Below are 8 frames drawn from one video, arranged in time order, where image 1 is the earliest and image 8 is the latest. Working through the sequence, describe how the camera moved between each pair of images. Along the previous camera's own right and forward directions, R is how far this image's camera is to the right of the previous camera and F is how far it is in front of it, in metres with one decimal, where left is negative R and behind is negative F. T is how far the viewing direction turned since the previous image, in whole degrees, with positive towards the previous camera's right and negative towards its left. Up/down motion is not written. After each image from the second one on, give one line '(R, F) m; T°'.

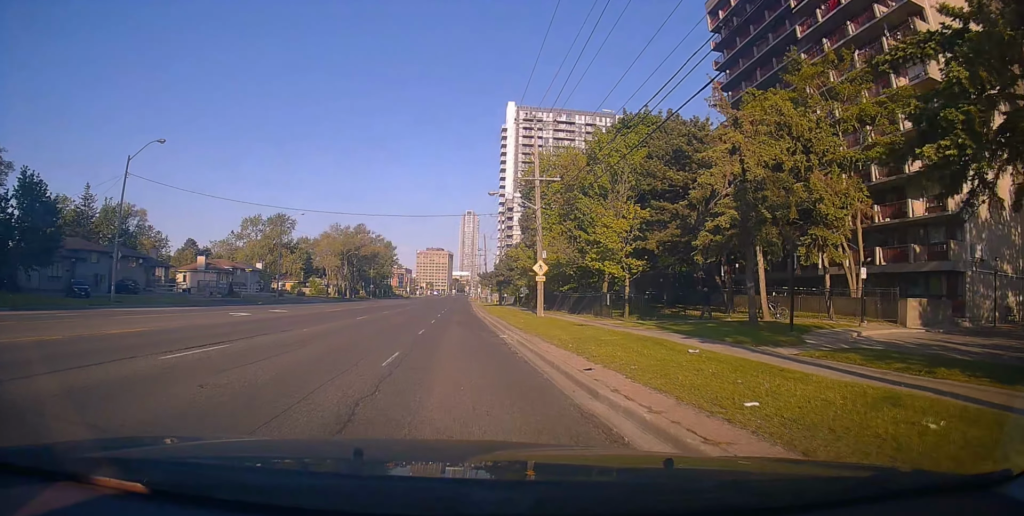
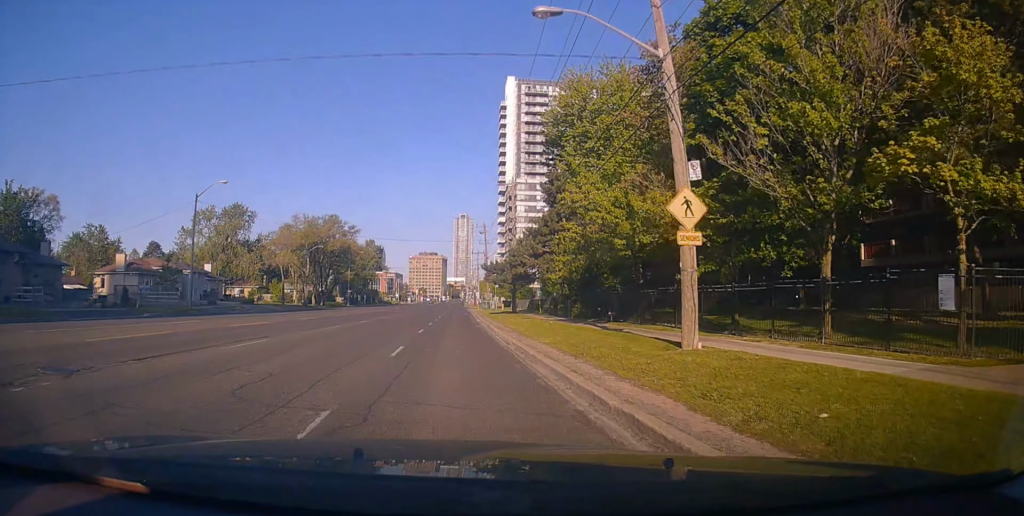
(+1.0, +24.1) m; 0°
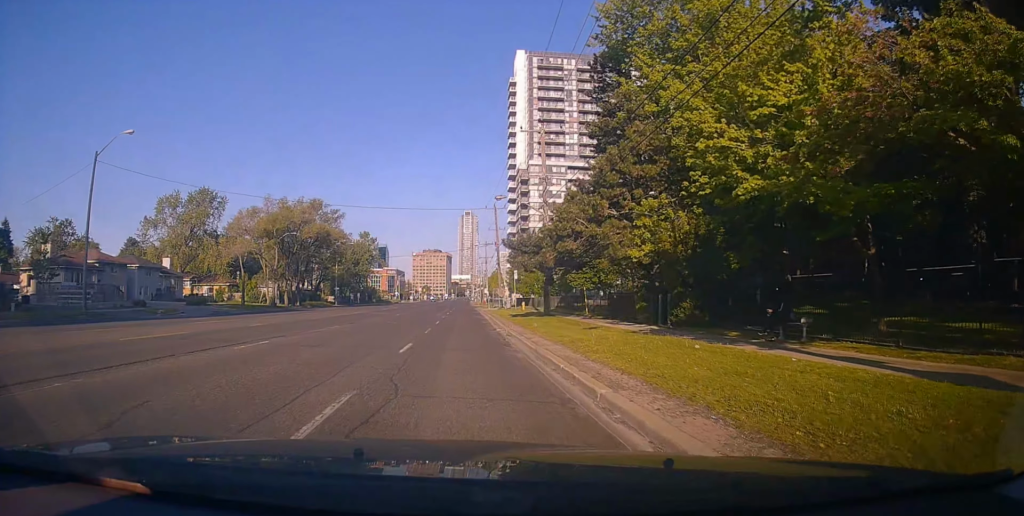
(-0.8, +17.1) m; 0°
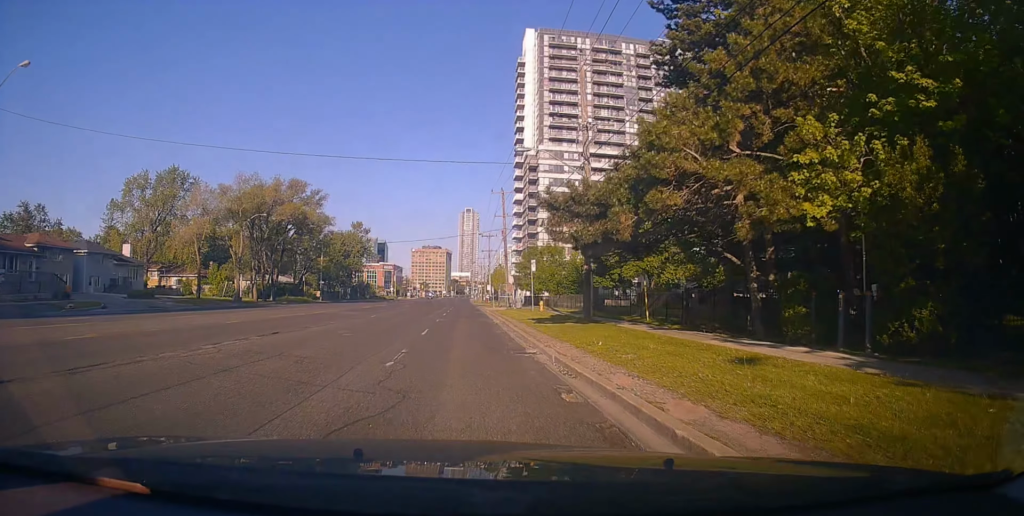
(+0.1, +11.8) m; +1°
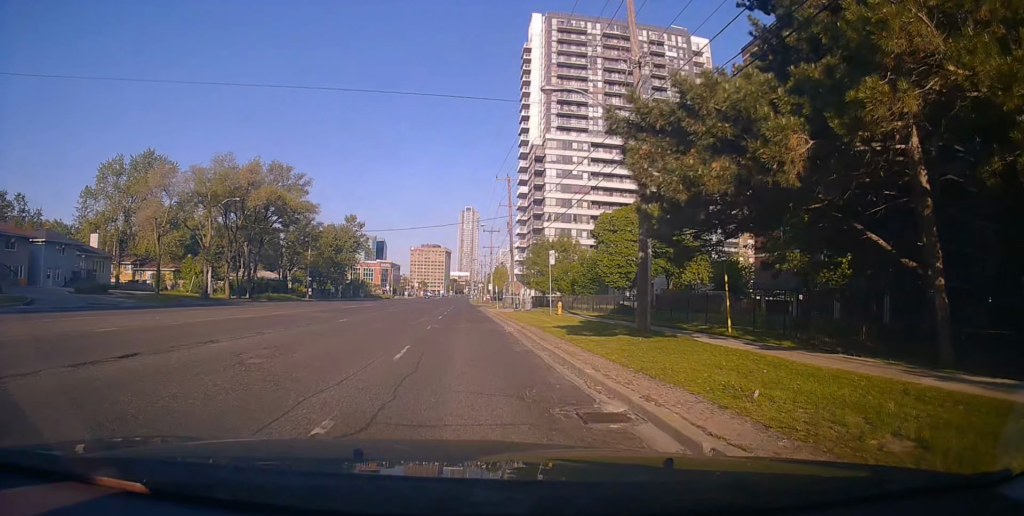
(0.0, +8.1) m; -1°
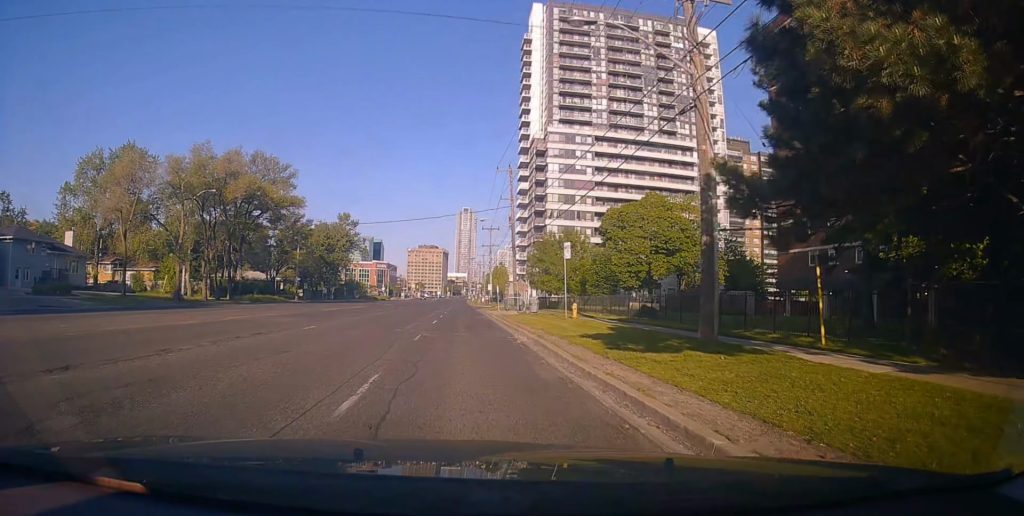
(+0.2, +5.1) m; -1°
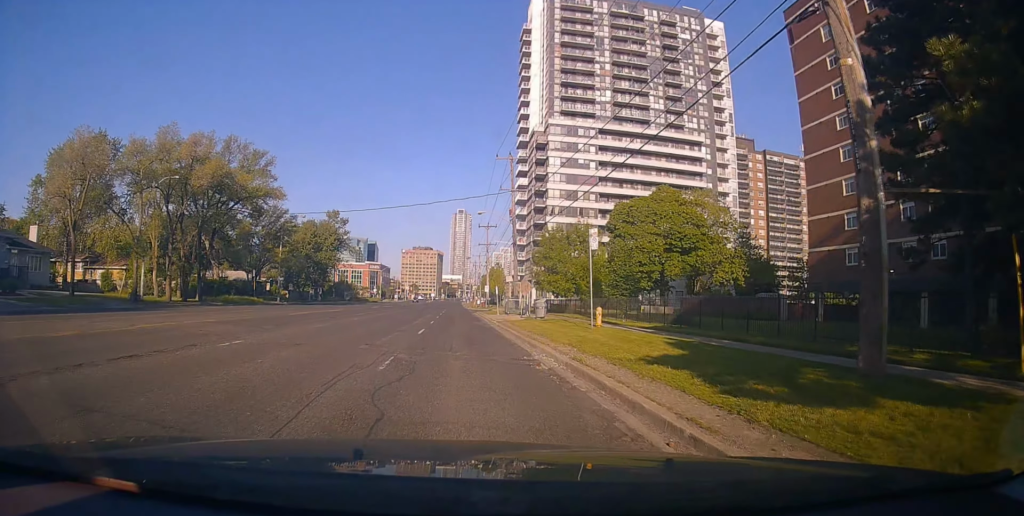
(-0.3, +6.0) m; +1°
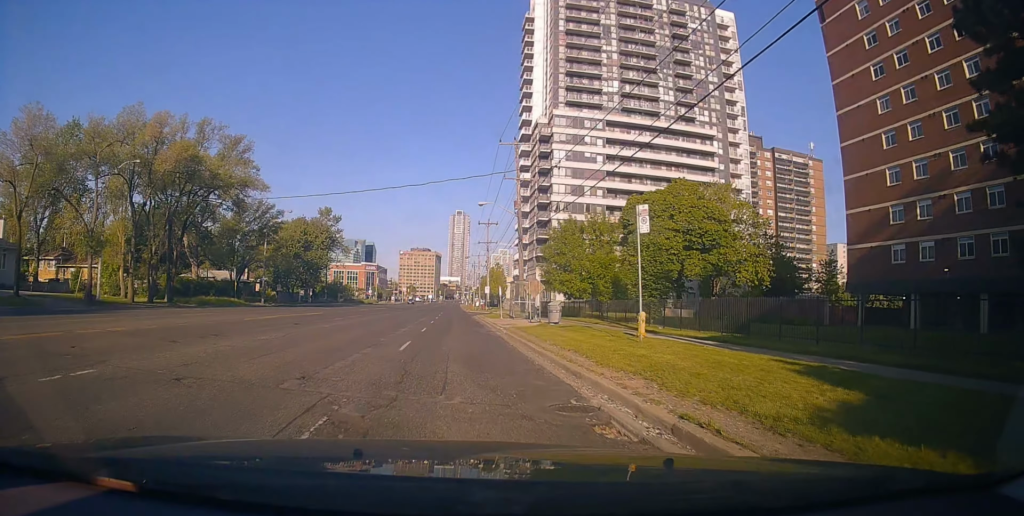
(-0.3, +5.8) m; +1°
